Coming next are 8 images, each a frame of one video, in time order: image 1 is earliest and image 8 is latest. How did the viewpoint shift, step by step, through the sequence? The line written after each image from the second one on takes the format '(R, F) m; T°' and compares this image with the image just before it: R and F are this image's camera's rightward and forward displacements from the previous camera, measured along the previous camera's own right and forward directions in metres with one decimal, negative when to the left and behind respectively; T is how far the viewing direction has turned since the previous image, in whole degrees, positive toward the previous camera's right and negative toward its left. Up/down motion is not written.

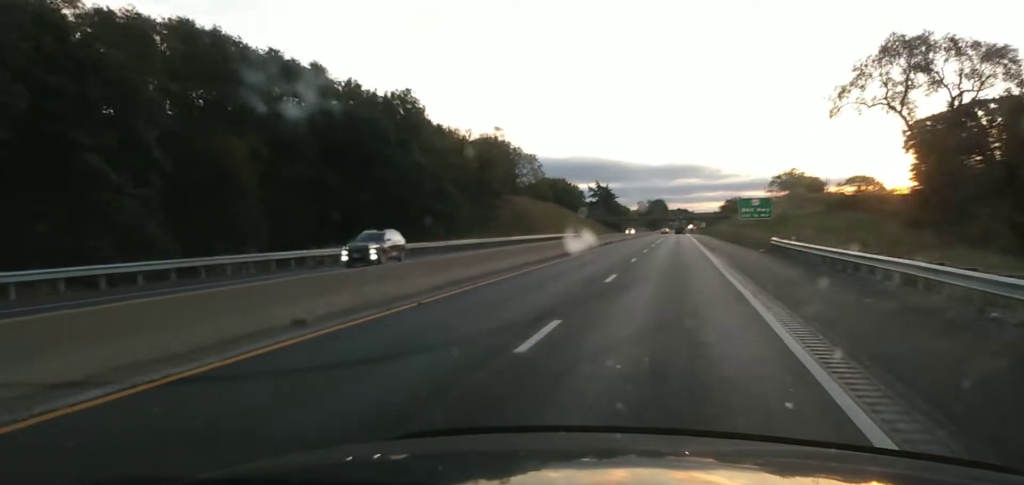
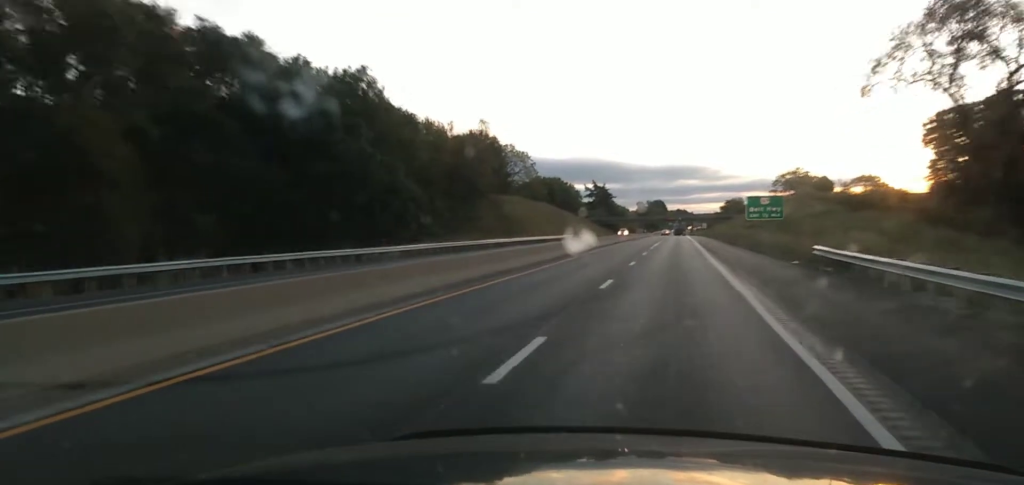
(+0.1, +14.7) m; +1°
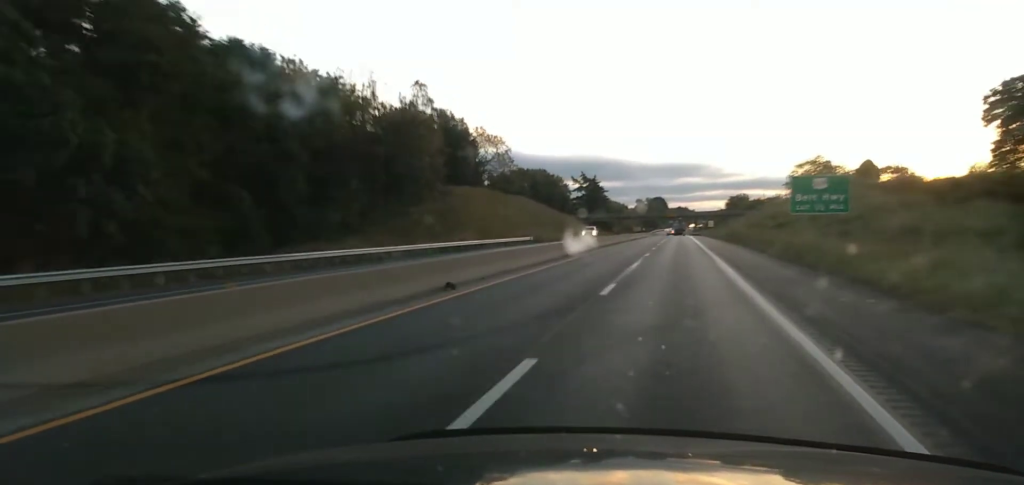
(+0.8, +38.1) m; 0°
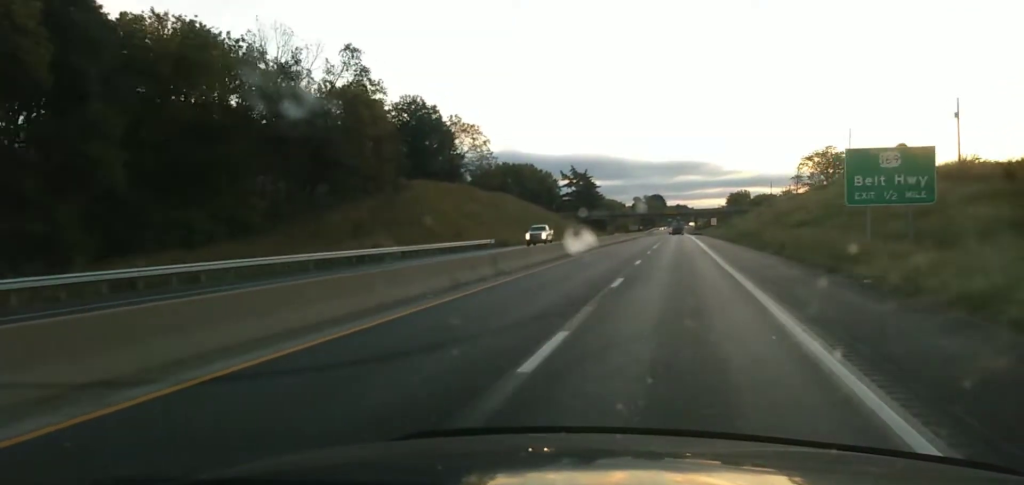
(-0.3, +21.6) m; -1°
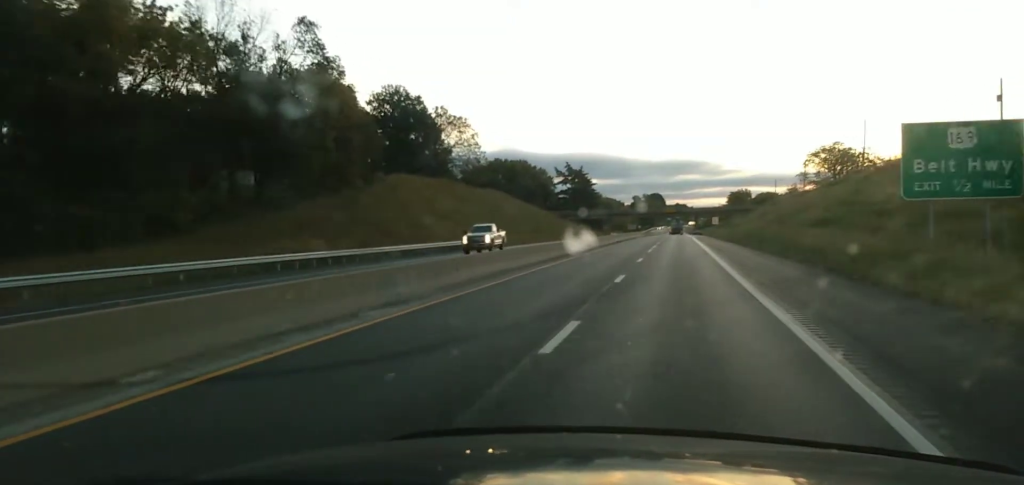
(-0.1, +10.5) m; -1°
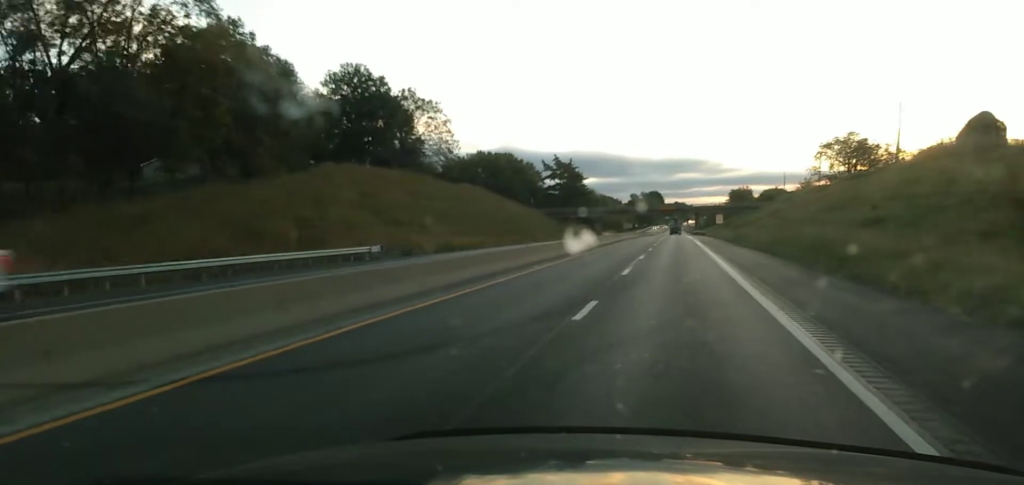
(0.0, +22.3) m; +1°
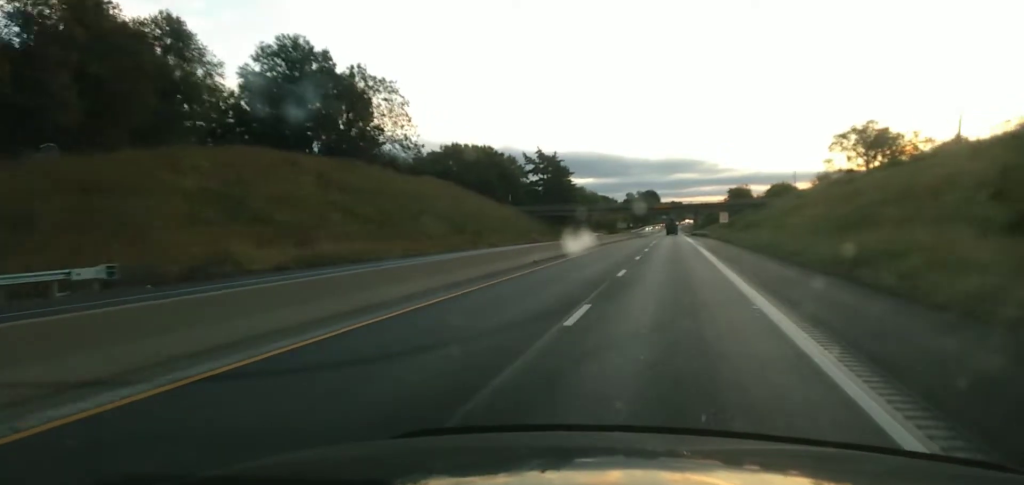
(+0.5, +24.8) m; +1°
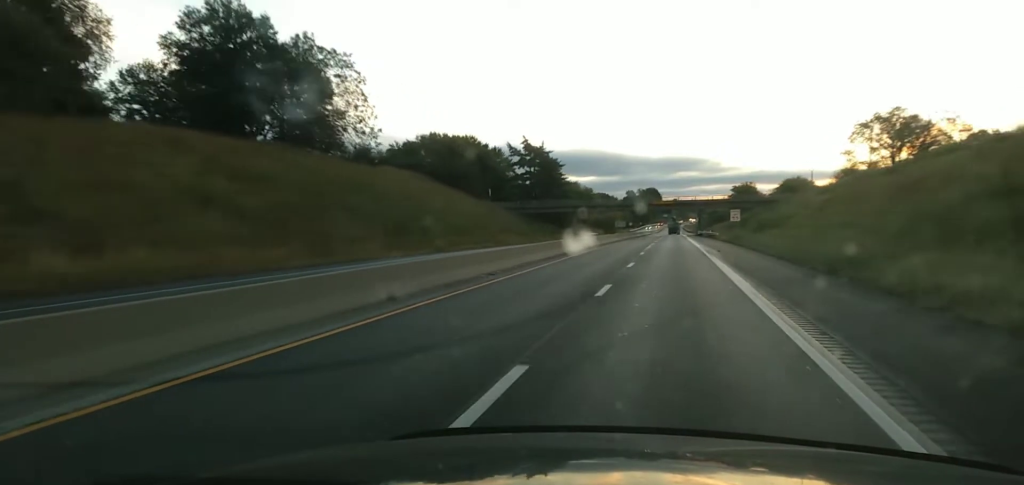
(0.0, +18.6) m; 0°
